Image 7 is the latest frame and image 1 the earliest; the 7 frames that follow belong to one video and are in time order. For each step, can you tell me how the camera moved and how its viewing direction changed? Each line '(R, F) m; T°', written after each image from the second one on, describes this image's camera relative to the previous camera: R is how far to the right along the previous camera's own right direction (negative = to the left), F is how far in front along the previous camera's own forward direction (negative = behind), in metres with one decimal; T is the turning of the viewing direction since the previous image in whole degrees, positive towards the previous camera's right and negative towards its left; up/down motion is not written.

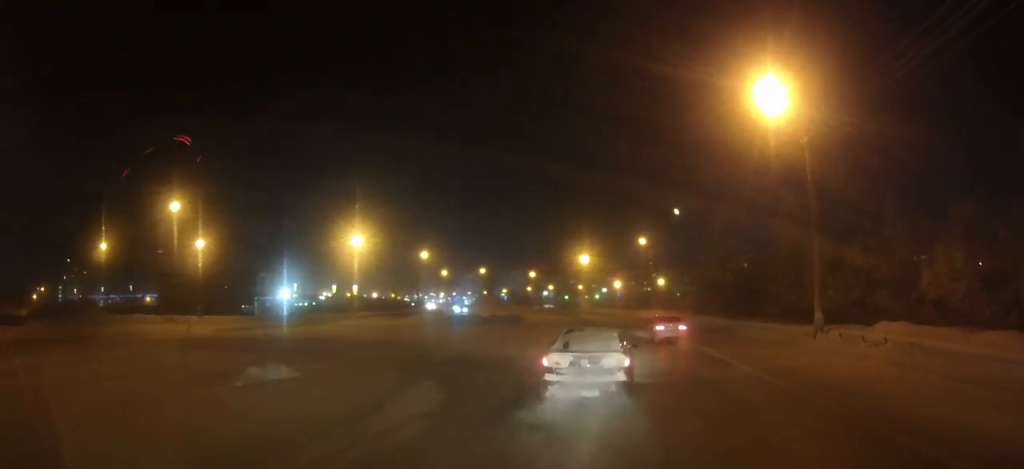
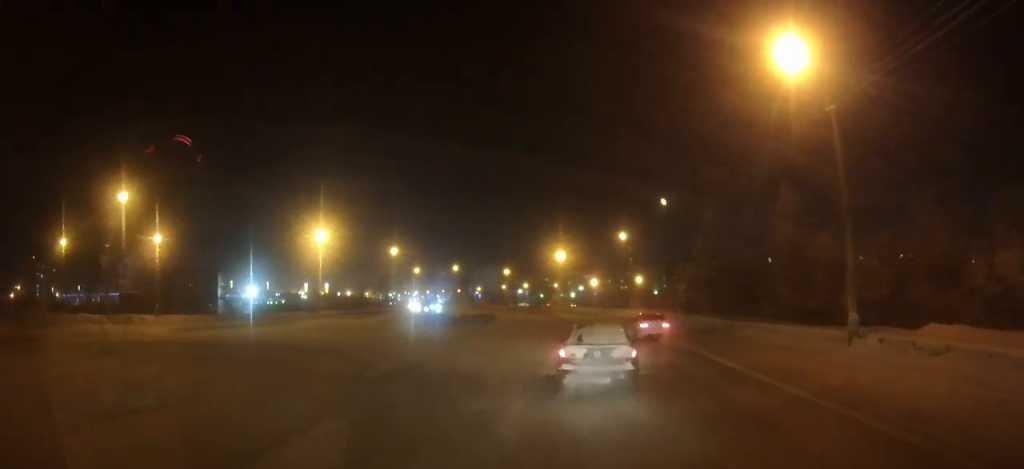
(+0.1, +4.6) m; +1°
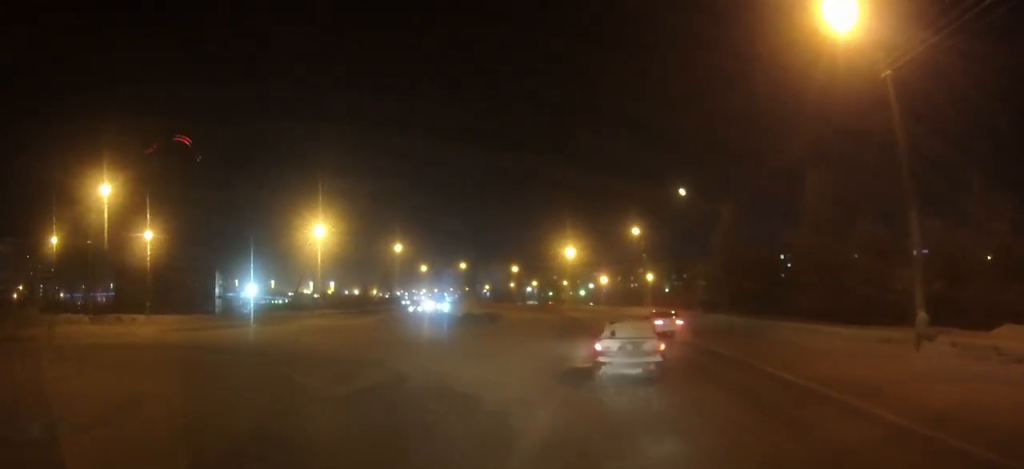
(+0.1, +3.6) m; -1°
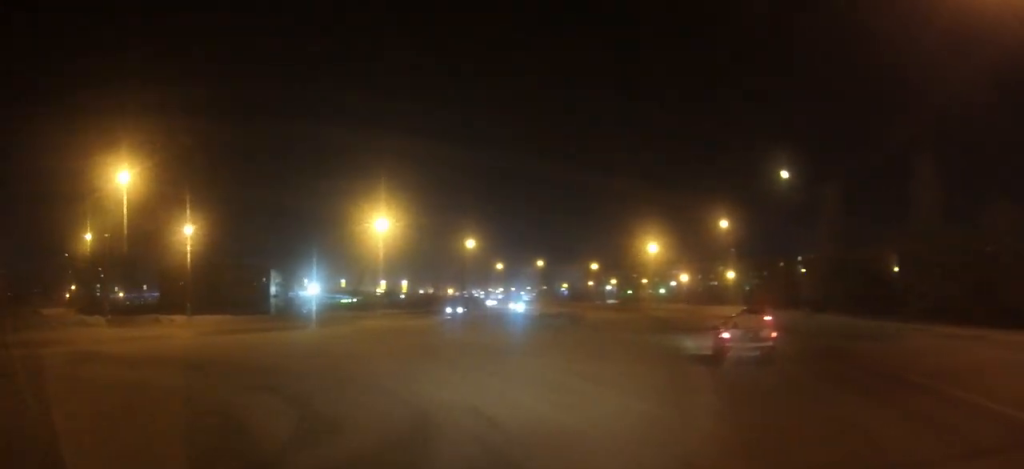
(-0.2, +6.5) m; -7°
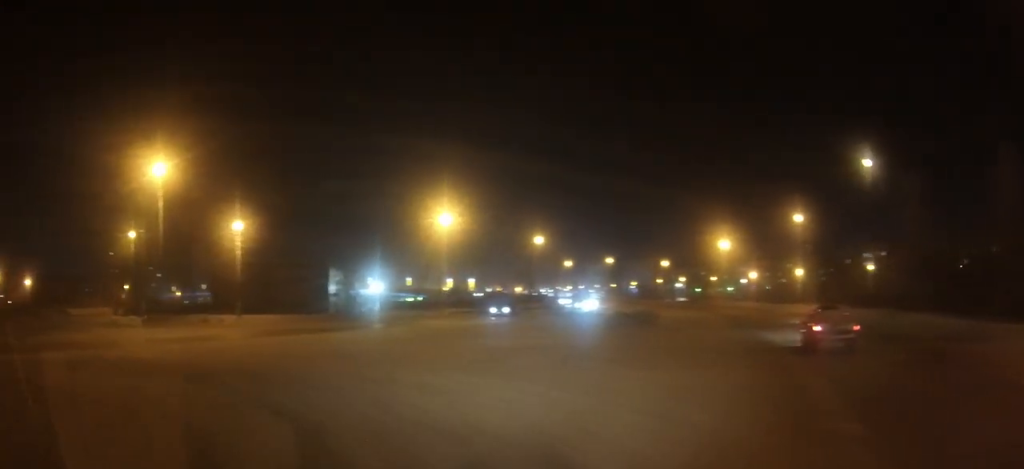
(-0.3, +3.2) m; -7°
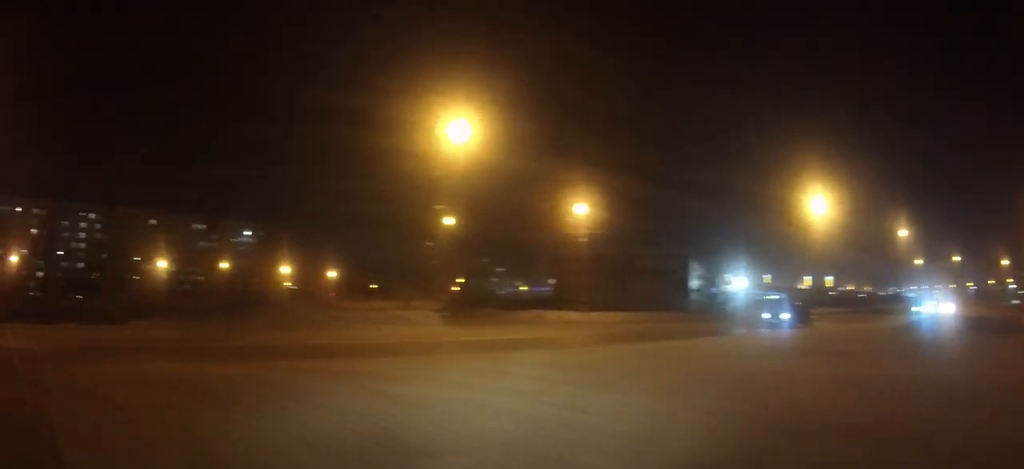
(-2.0, +8.9) m; -33°
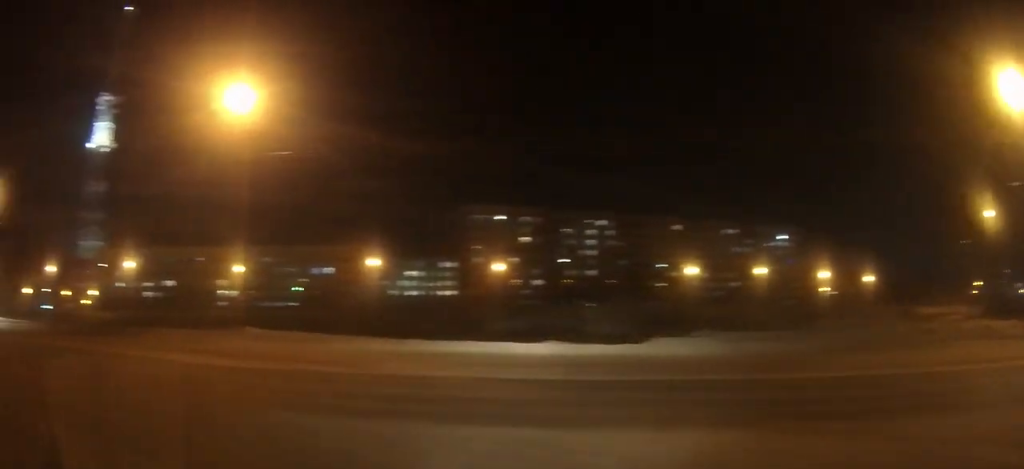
(-3.1, +7.3) m; -54°
